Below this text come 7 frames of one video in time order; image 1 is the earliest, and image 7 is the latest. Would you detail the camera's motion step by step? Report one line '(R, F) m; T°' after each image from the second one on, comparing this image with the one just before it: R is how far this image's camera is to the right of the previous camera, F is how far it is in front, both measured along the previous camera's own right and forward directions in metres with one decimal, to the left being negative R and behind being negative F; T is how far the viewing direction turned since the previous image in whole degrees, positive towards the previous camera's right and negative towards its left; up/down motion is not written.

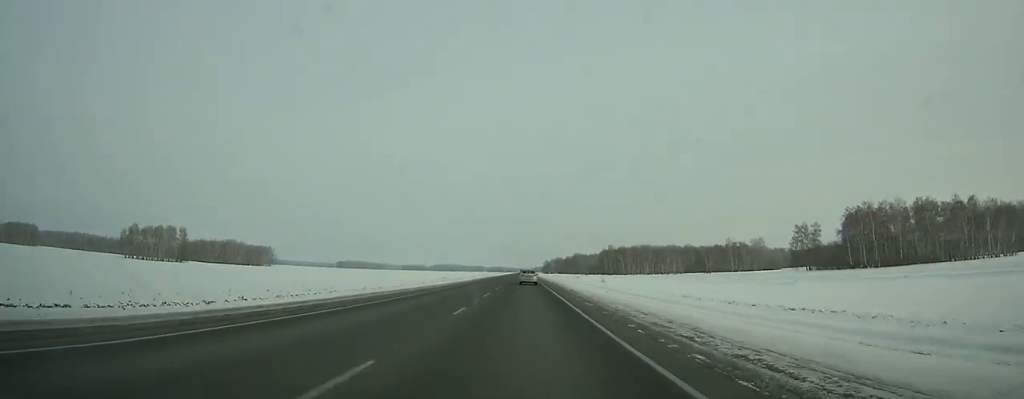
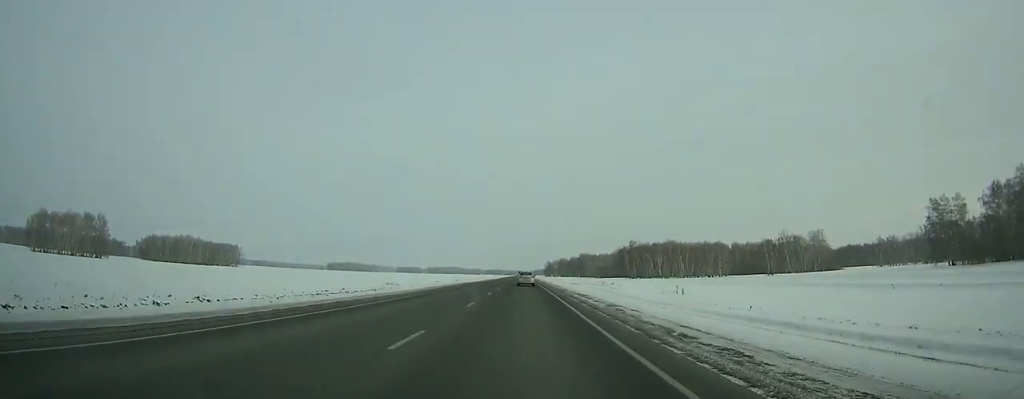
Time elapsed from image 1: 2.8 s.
(0.0, +80.1) m; 0°
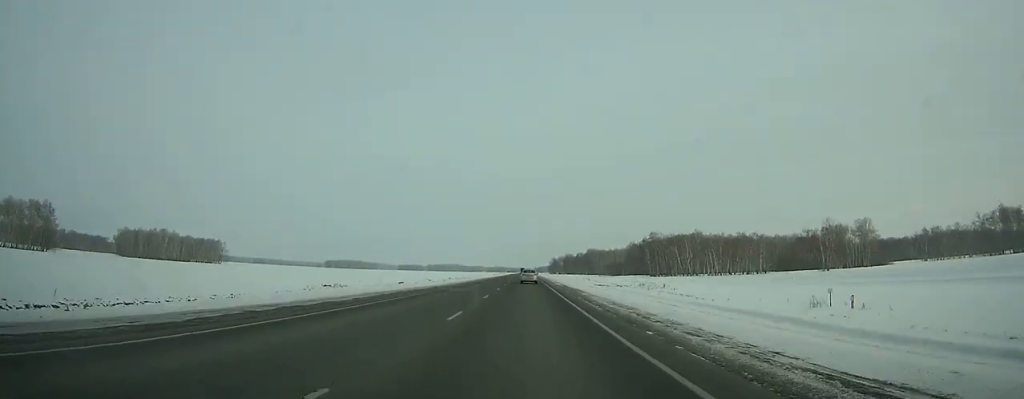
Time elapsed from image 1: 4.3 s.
(-0.2, +43.1) m; 0°
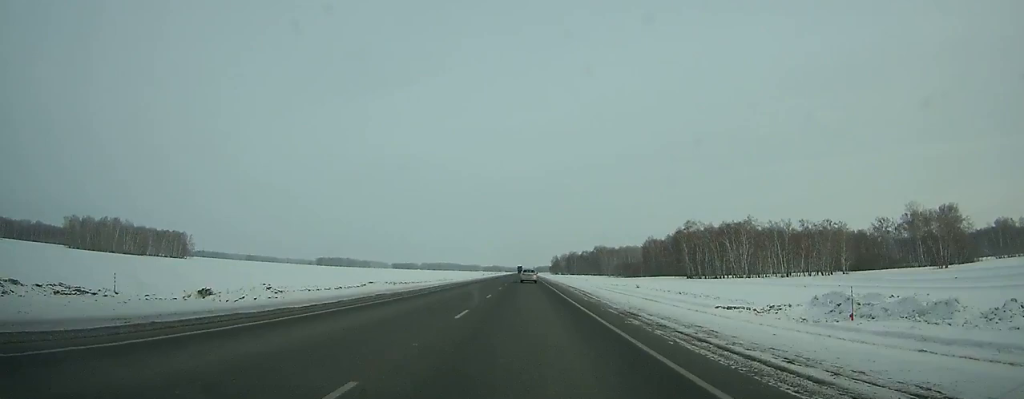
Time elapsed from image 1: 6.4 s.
(-0.2, +60.4) m; 0°
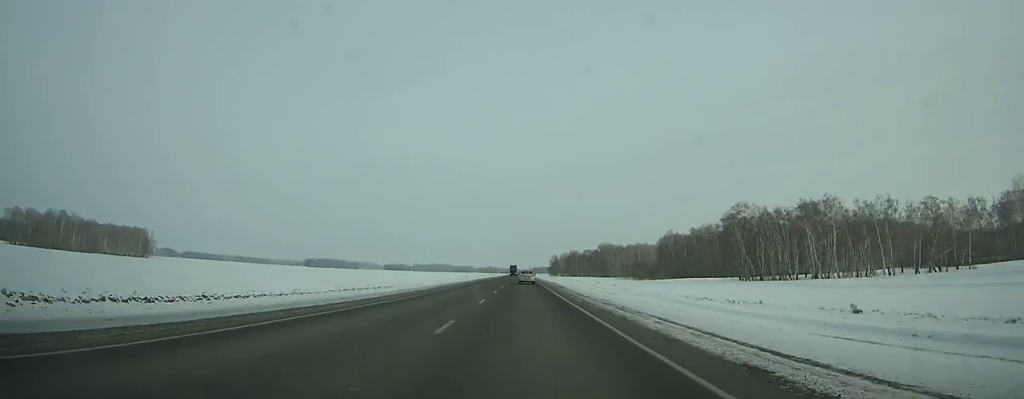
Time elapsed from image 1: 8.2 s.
(0.0, +51.9) m; 0°
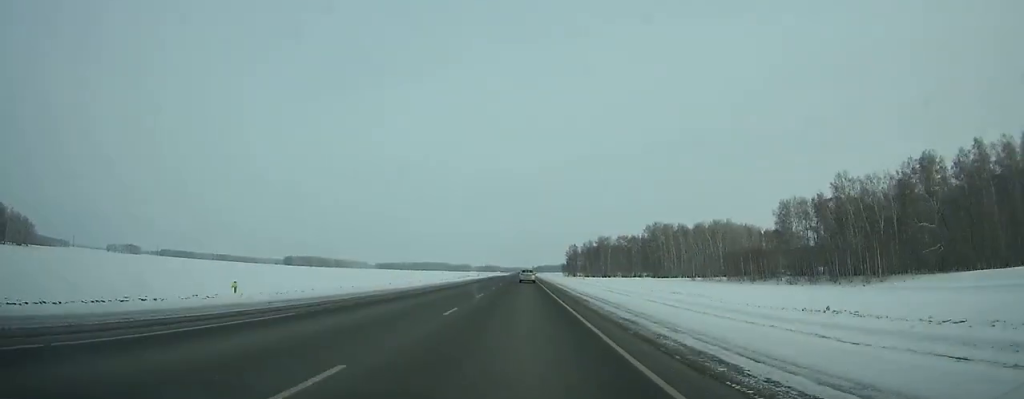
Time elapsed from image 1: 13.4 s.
(-0.4, +151.9) m; 0°
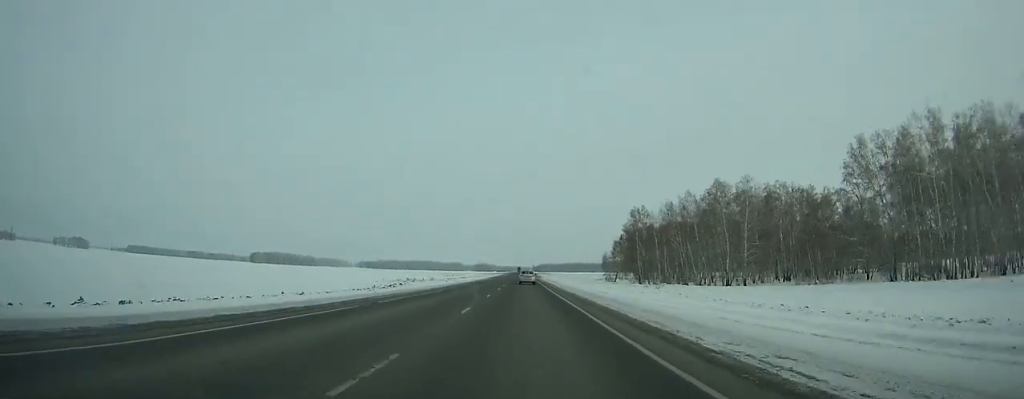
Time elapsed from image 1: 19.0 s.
(-0.1, +163.4) m; 0°
